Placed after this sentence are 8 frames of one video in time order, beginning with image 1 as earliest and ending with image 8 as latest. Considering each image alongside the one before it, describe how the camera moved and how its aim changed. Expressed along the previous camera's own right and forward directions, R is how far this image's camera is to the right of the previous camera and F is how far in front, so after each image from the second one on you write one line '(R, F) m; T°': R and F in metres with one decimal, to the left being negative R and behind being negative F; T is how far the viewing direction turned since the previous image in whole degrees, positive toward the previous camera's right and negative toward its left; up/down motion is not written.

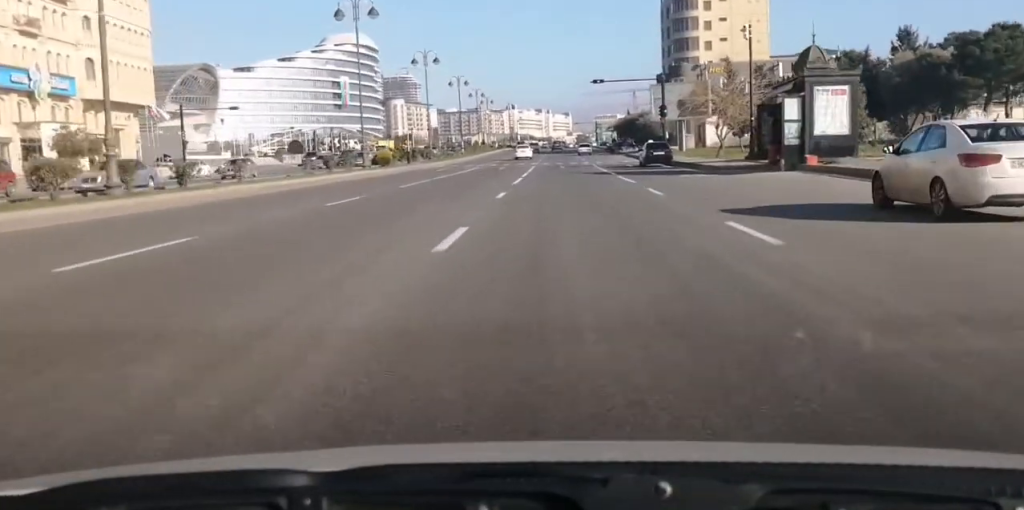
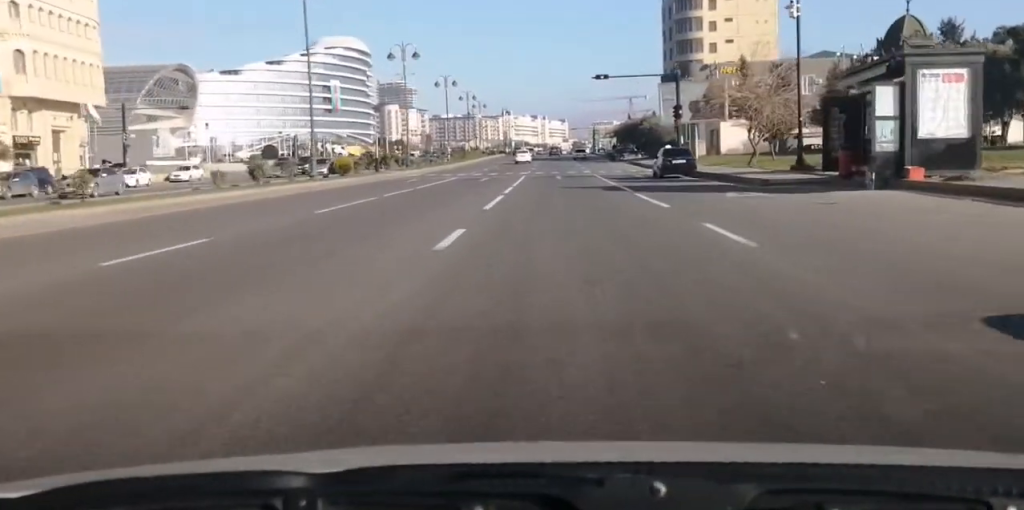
(0.0, +11.0) m; -1°
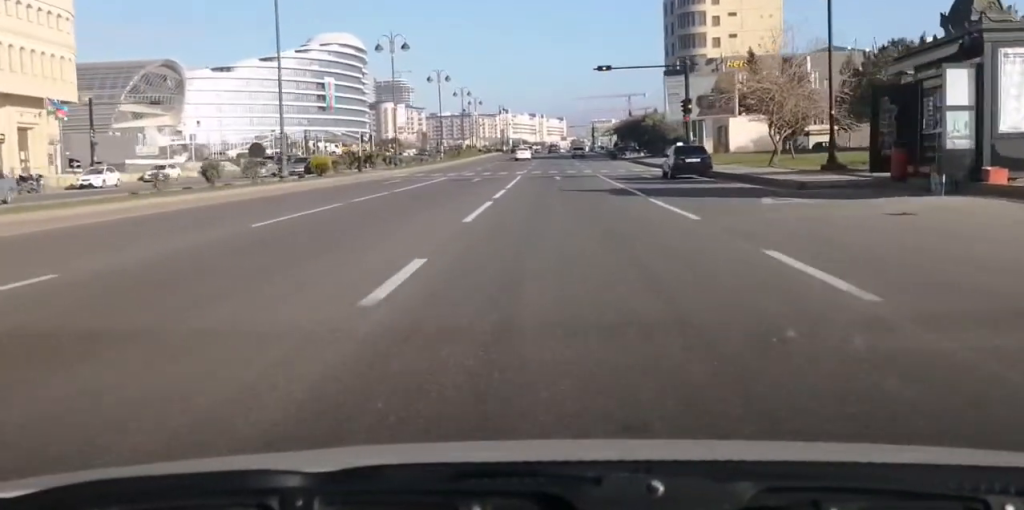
(0.0, +4.8) m; 0°
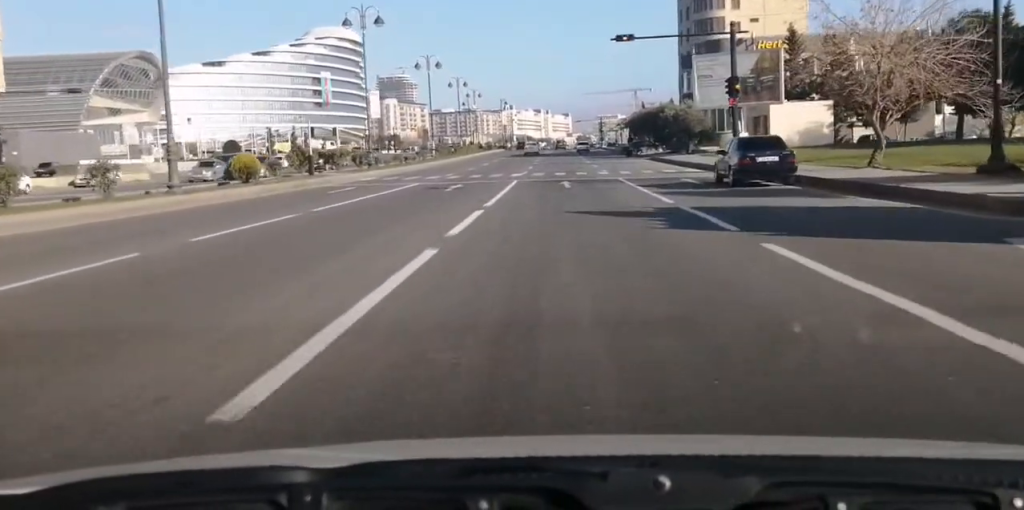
(-0.1, +12.3) m; -1°
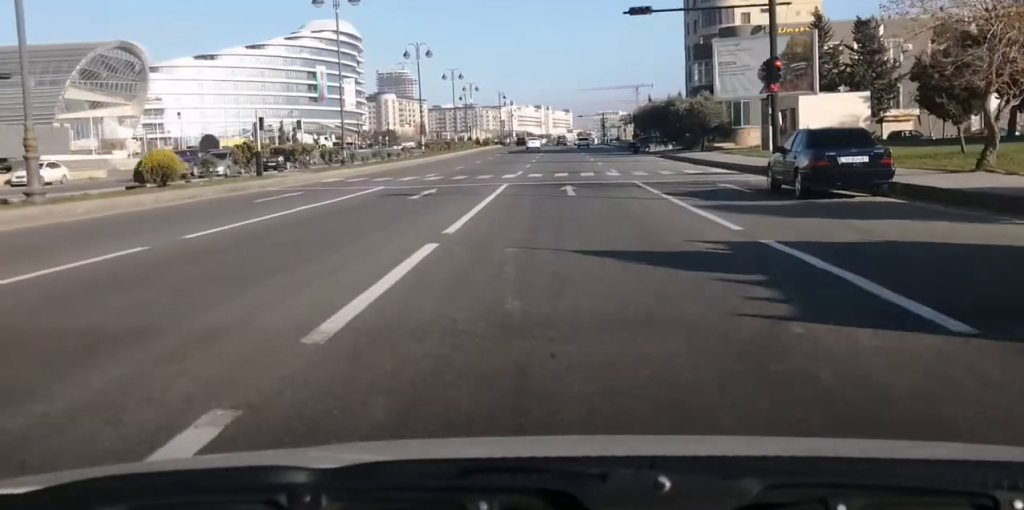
(-0.1, +7.3) m; +2°
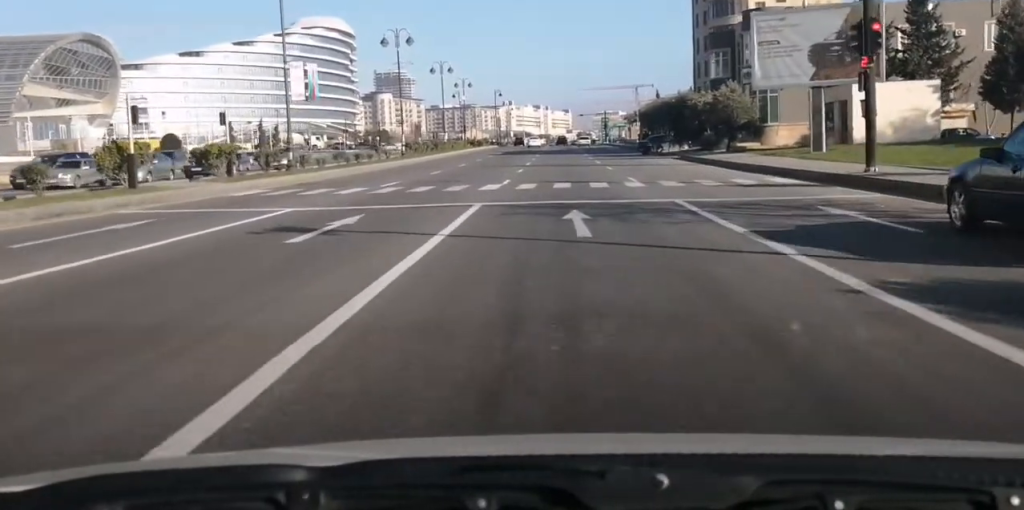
(+0.7, +10.1) m; +1°
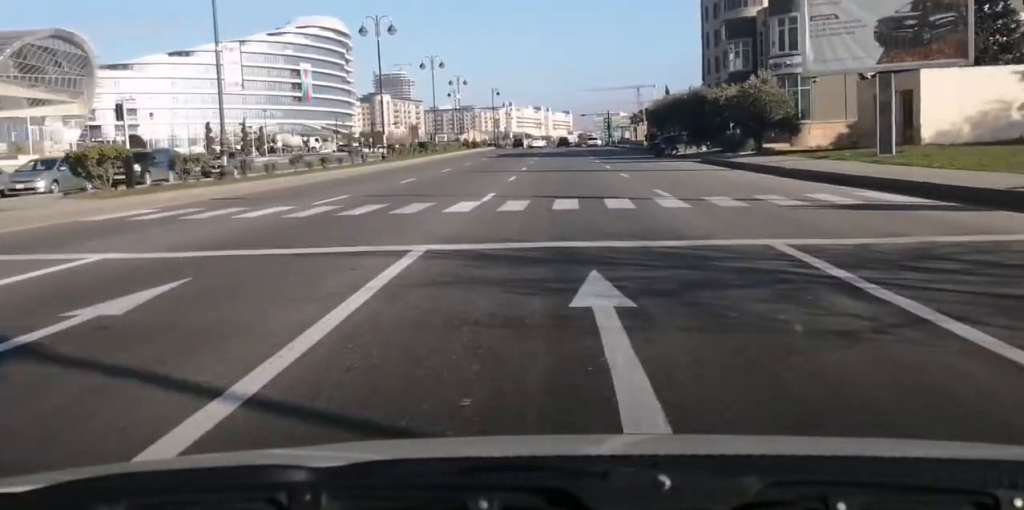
(-0.6, +8.0) m; -4°
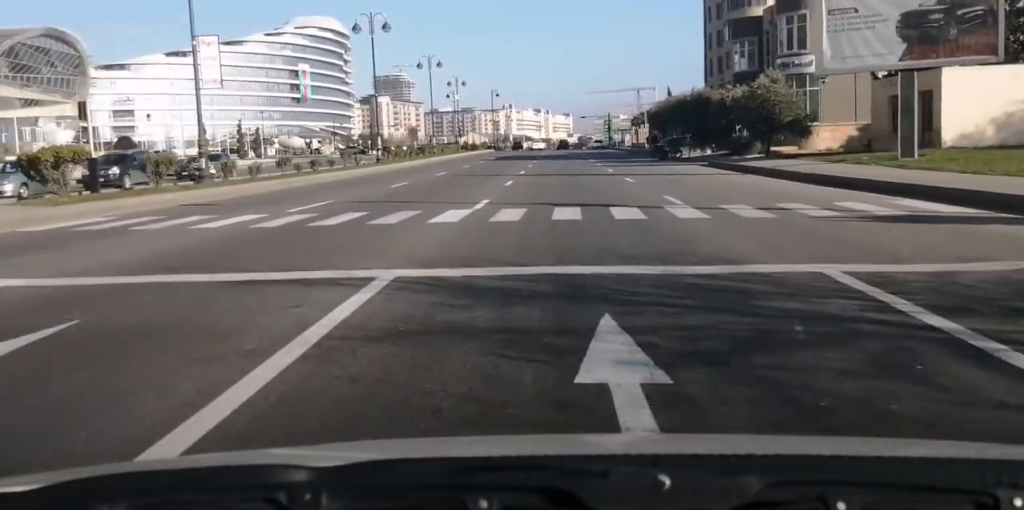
(+0.1, +2.0) m; -2°
